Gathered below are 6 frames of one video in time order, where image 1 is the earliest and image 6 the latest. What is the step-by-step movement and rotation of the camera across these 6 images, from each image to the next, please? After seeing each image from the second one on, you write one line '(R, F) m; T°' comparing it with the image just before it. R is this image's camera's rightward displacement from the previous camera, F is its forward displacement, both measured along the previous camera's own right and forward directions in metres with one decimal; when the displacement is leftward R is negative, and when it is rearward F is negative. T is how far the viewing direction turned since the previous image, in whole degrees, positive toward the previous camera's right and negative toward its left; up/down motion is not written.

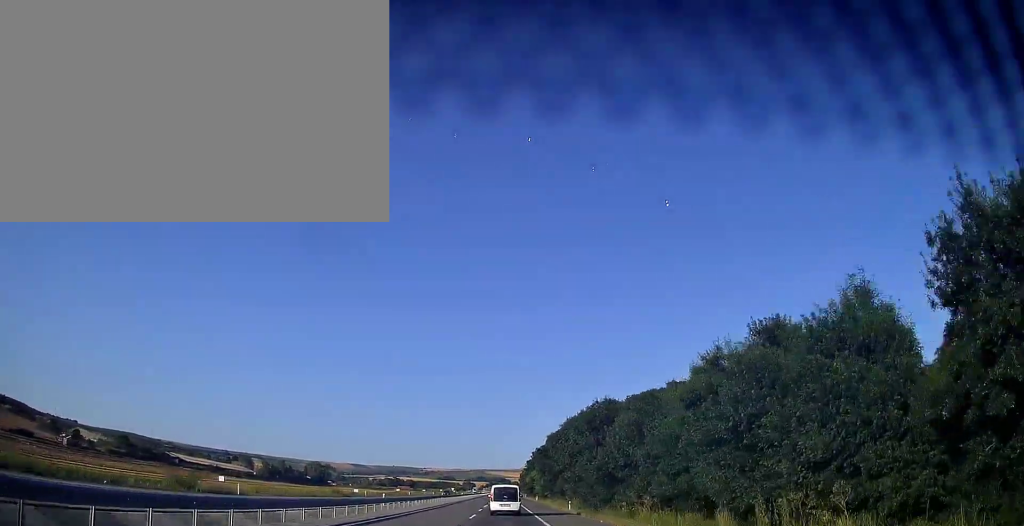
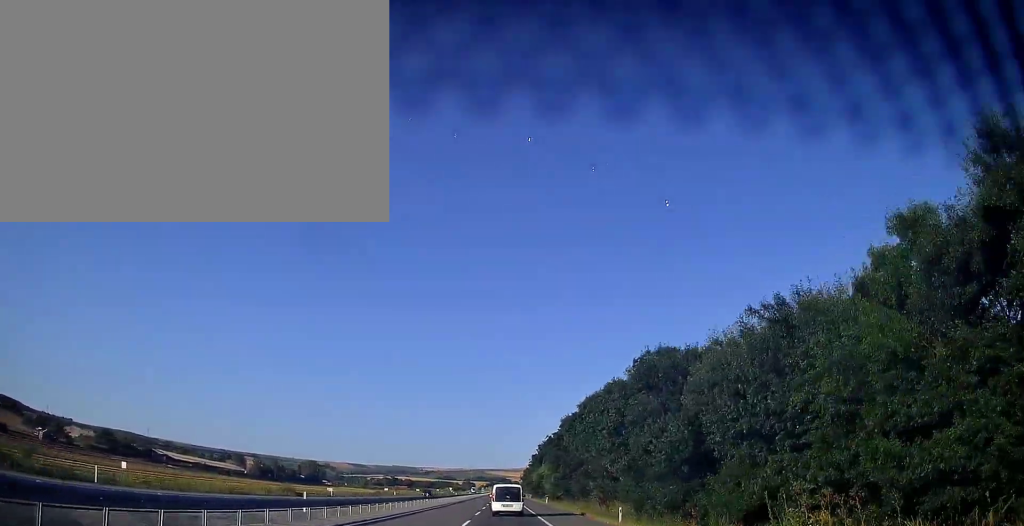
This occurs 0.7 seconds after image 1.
(-0.2, +19.7) m; 0°
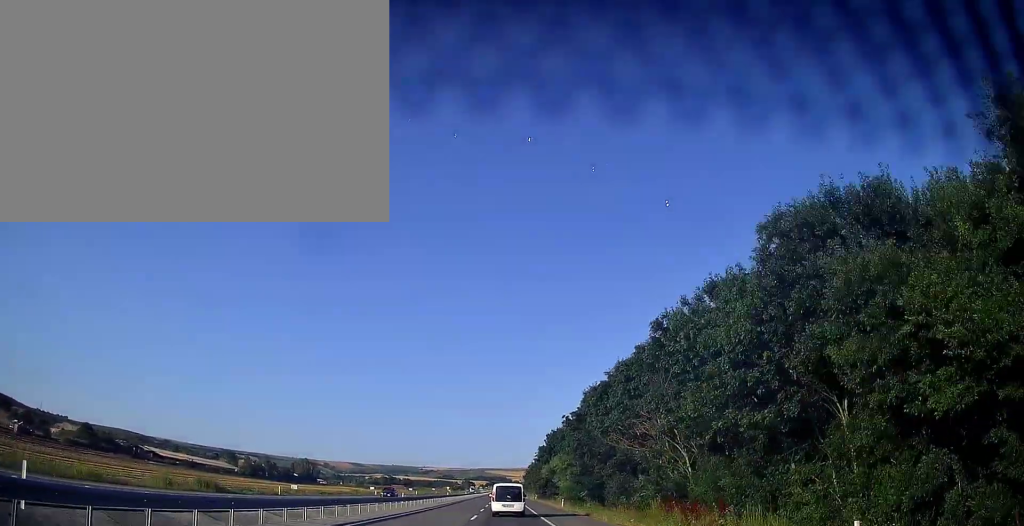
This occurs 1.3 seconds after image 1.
(+0.1, +18.7) m; 0°
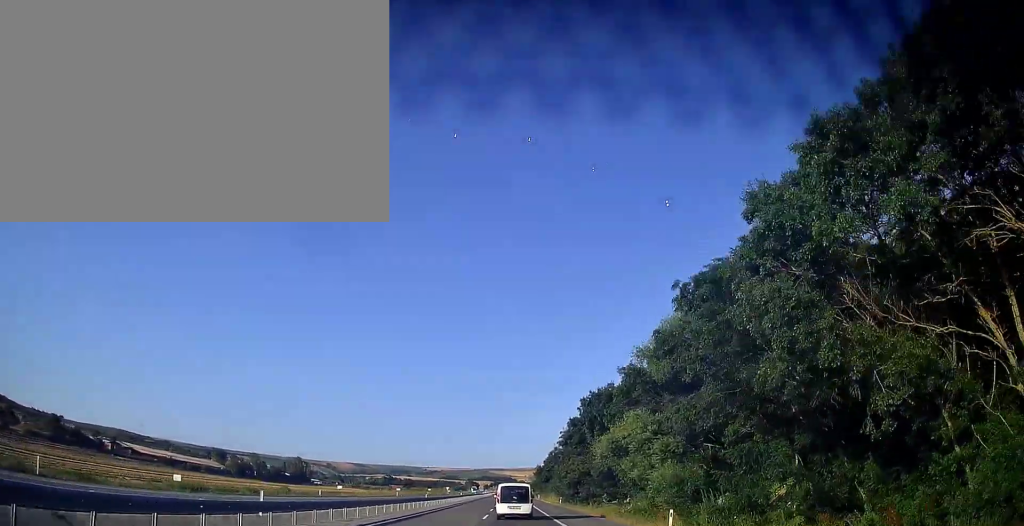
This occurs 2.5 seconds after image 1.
(0.0, +34.4) m; 0°
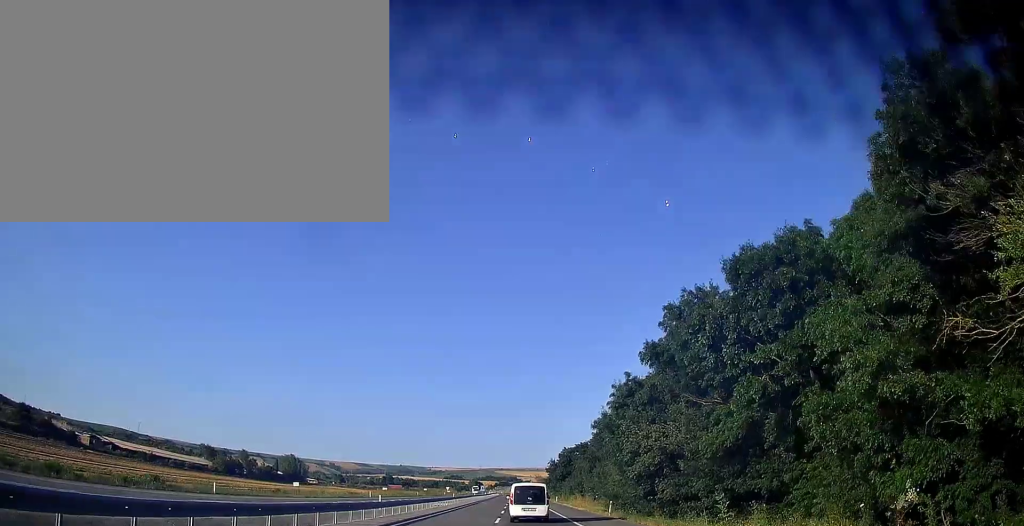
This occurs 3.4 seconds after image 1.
(-0.1, +27.5) m; -1°
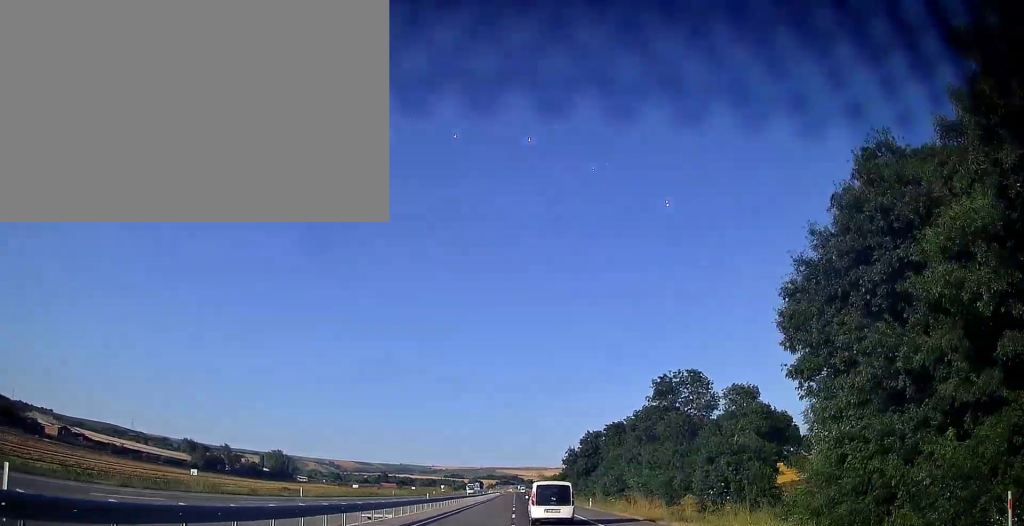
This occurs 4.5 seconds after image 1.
(-0.2, +31.5) m; 0°
